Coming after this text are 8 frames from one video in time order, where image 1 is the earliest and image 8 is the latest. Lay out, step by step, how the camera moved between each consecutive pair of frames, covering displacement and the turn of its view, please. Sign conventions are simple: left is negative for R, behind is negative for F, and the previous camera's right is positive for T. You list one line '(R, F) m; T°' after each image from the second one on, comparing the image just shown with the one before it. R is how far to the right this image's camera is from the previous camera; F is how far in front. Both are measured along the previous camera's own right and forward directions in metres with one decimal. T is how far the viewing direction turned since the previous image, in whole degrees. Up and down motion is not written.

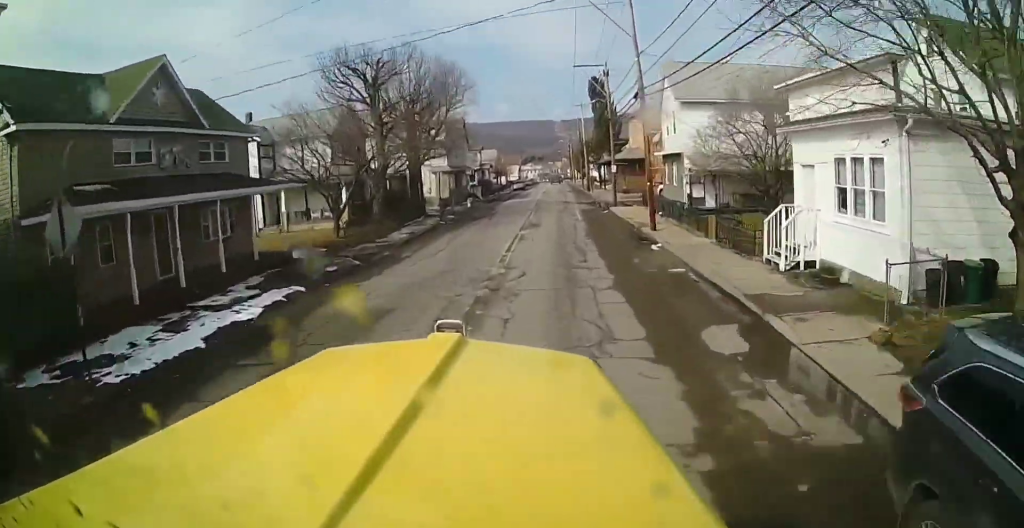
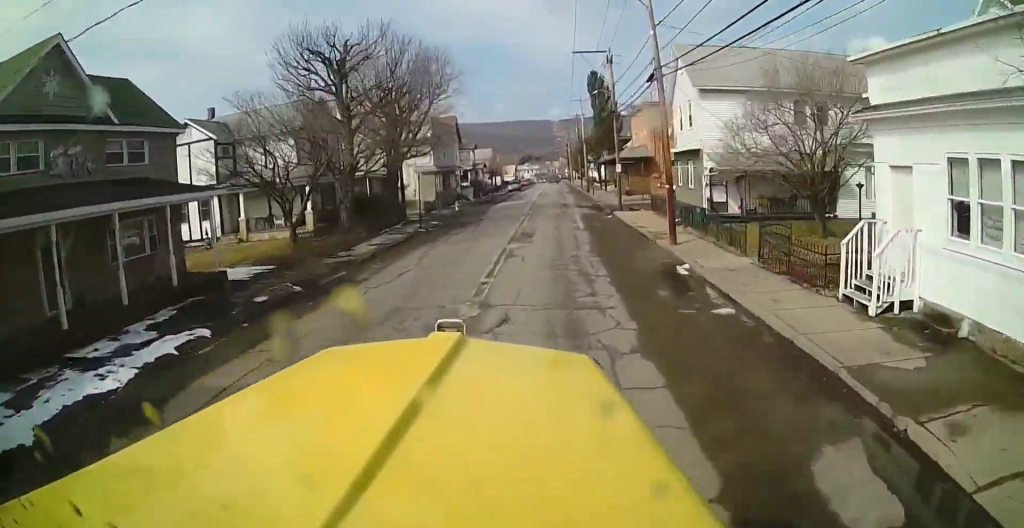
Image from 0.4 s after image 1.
(0.0, +4.9) m; 0°
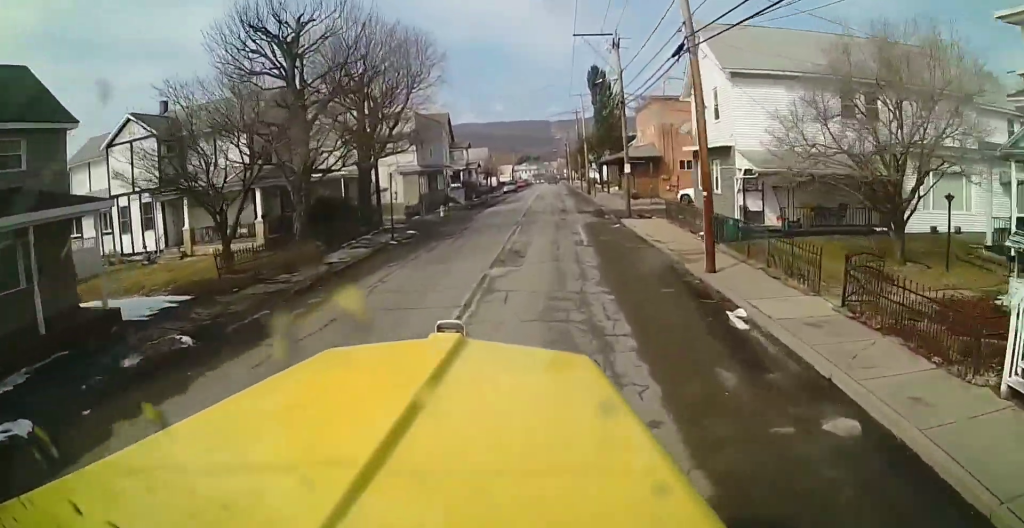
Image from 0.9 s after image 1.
(0.0, +5.3) m; 0°
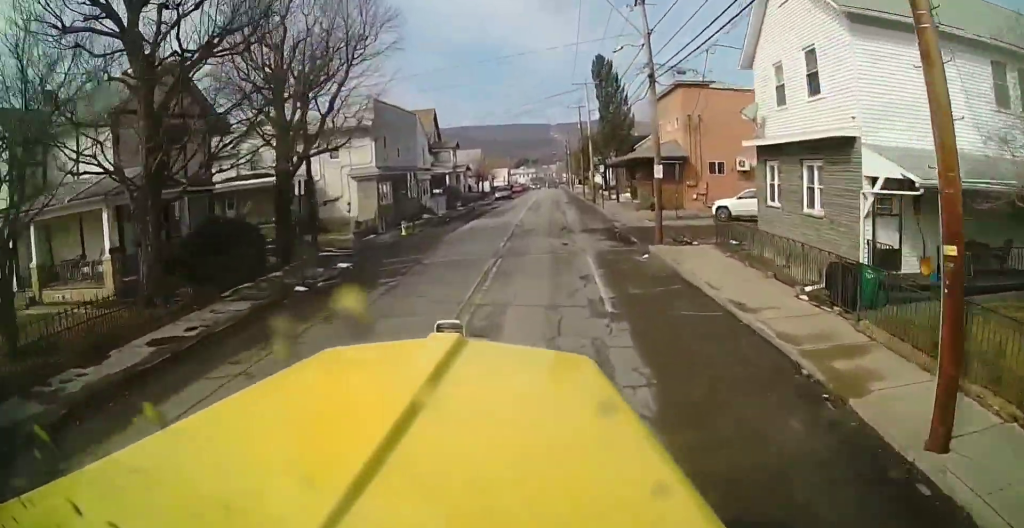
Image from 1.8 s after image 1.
(0.0, +9.9) m; 0°
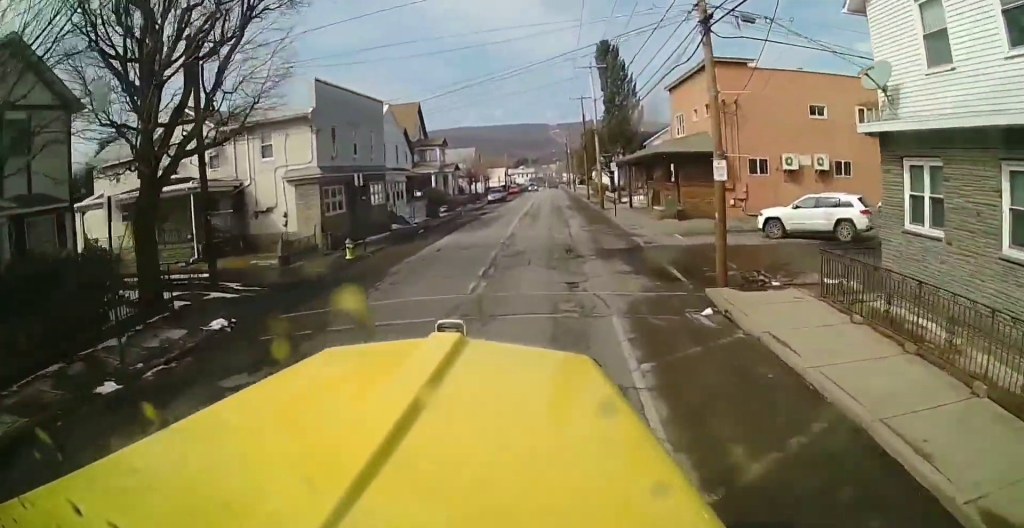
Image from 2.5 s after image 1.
(0.0, +8.4) m; 0°
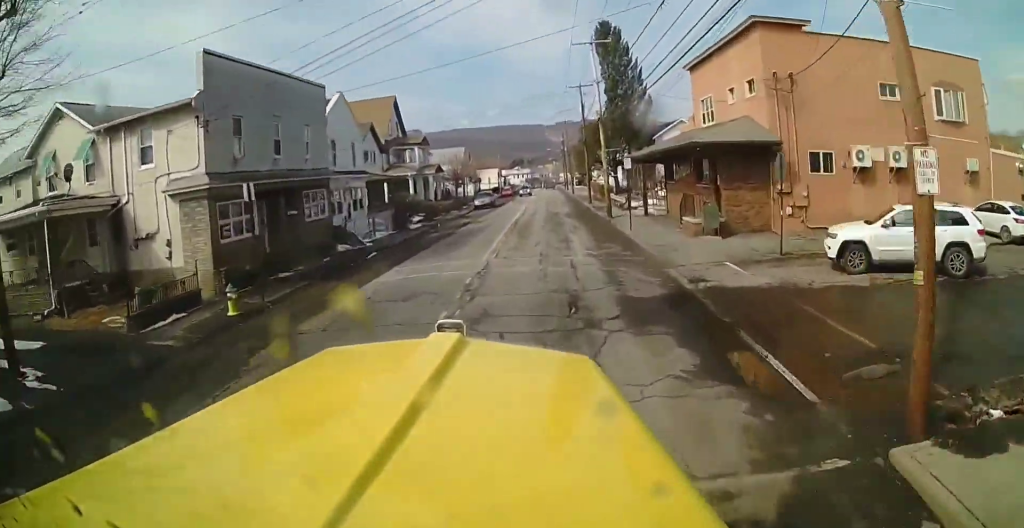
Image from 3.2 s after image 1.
(0.0, +8.4) m; 0°
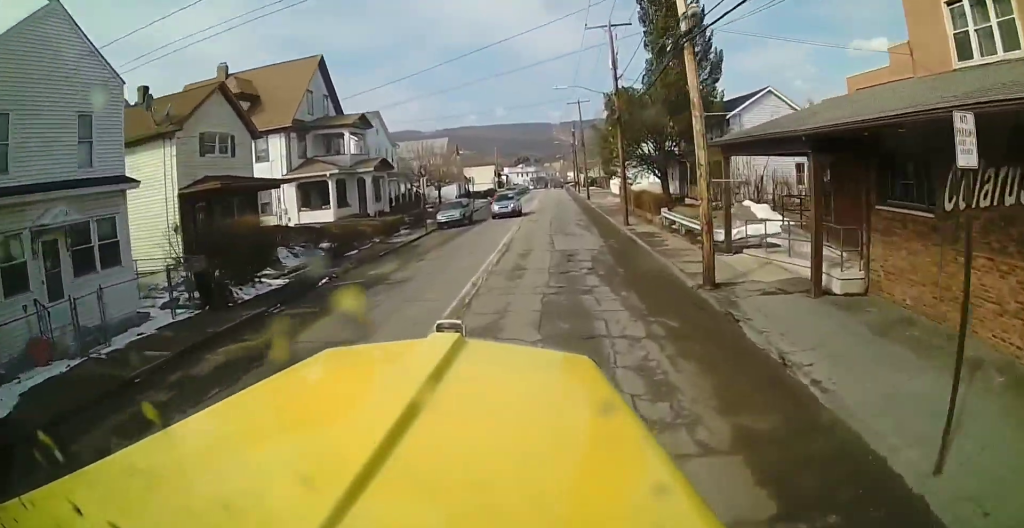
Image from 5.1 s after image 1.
(0.0, +21.7) m; +1°
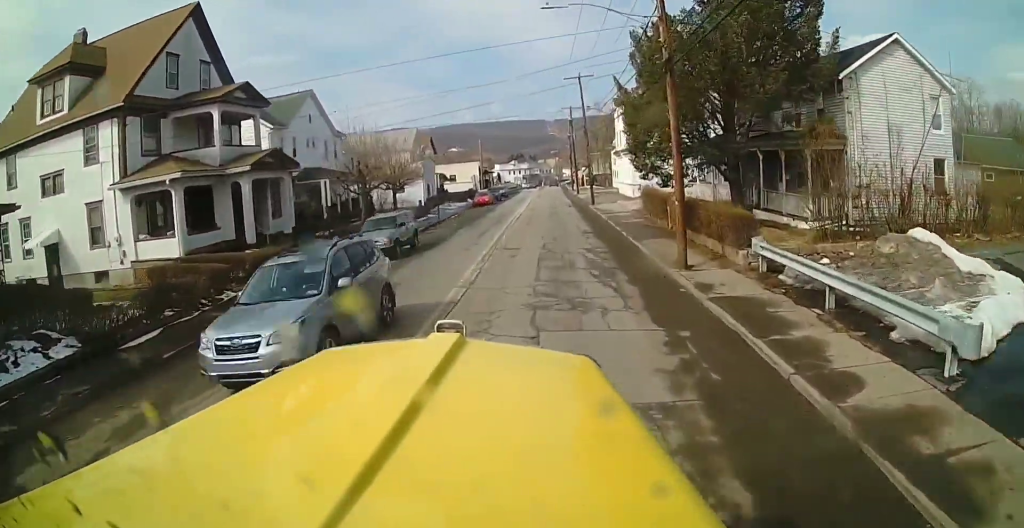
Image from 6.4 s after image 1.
(+0.1, +14.9) m; +1°
